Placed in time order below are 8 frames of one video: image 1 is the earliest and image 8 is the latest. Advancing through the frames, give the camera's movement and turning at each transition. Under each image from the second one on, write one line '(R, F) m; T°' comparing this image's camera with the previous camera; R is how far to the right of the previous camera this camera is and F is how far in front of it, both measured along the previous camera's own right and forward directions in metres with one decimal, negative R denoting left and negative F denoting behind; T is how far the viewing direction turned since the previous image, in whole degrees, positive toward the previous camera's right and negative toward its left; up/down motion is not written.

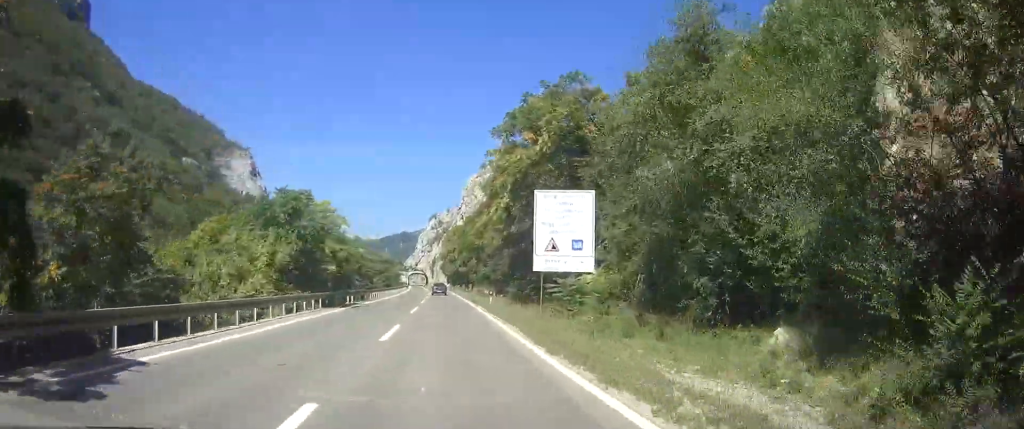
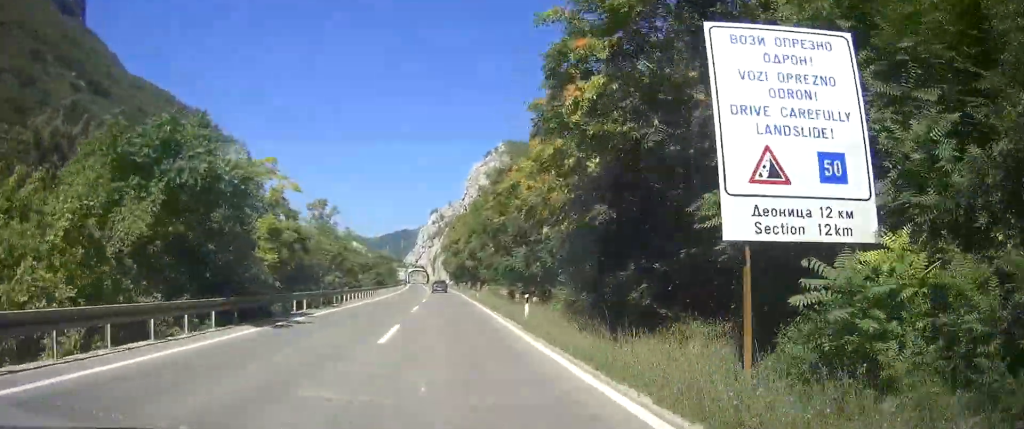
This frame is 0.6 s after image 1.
(-0.1, +16.3) m; -1°
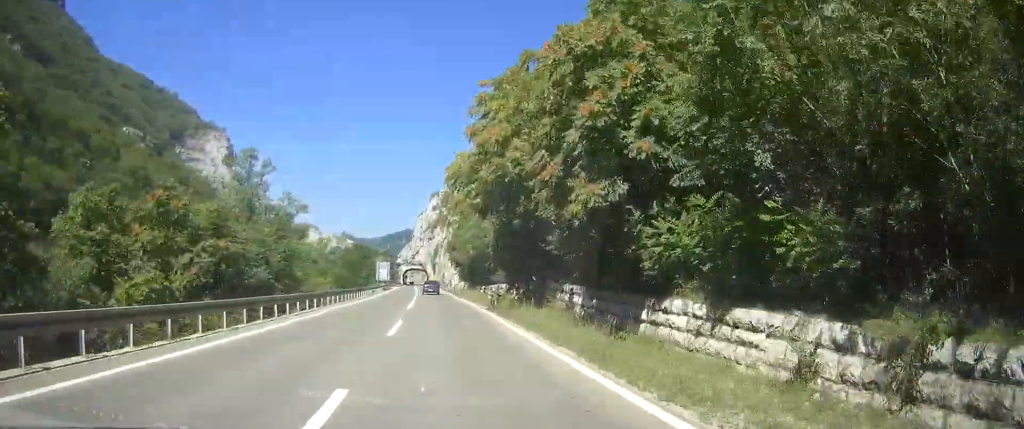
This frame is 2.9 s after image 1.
(+0.1, +56.8) m; -1°
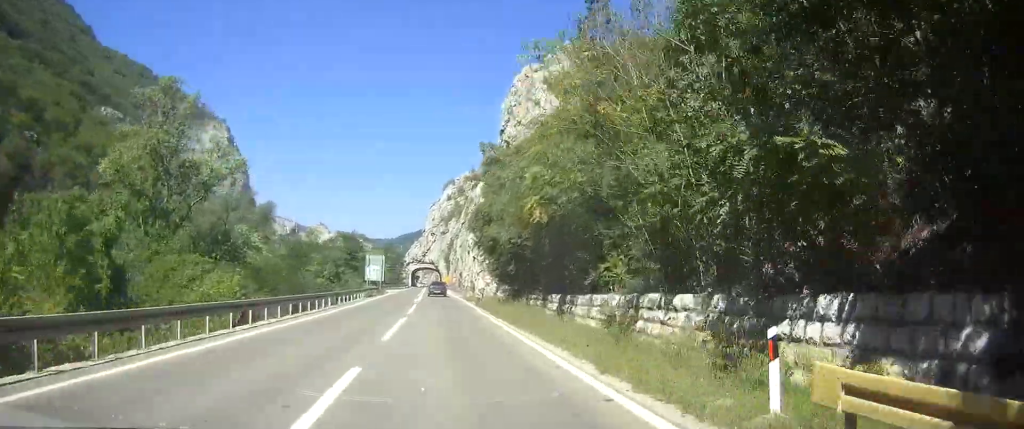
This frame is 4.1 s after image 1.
(-0.7, +31.7) m; -2°
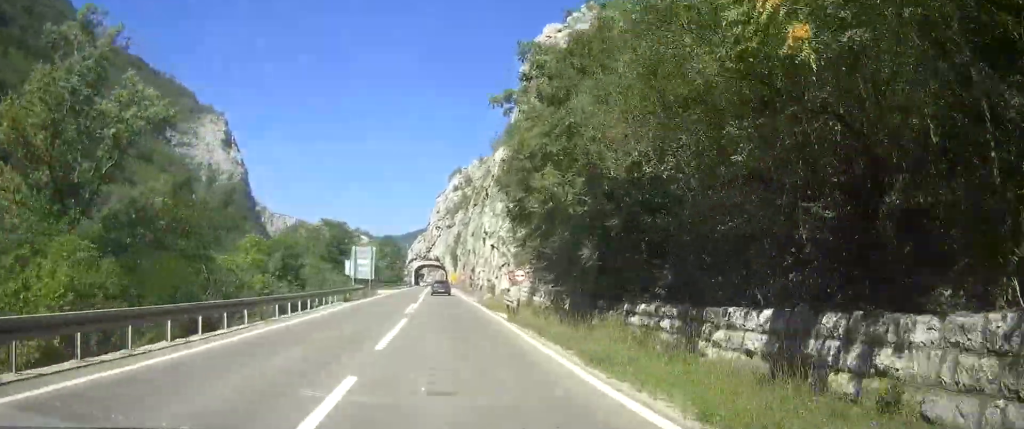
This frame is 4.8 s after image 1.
(0.0, +16.6) m; 0°
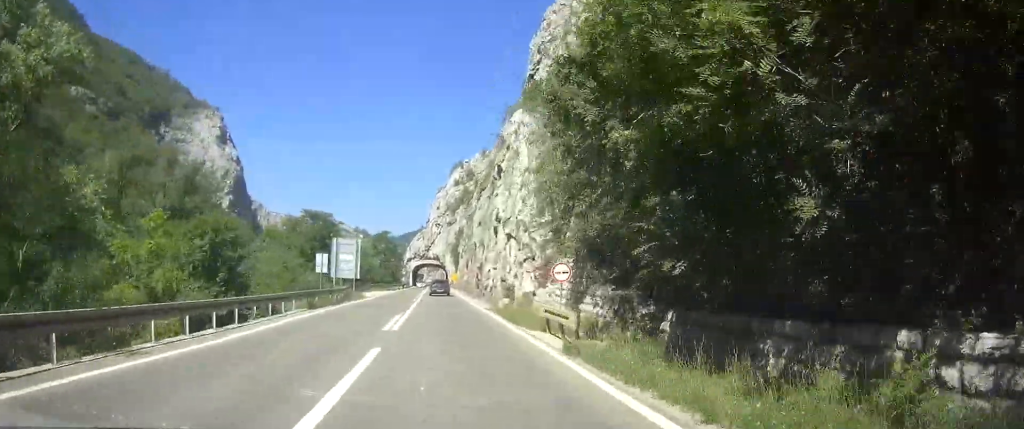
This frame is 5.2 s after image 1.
(0.0, +10.7) m; 0°
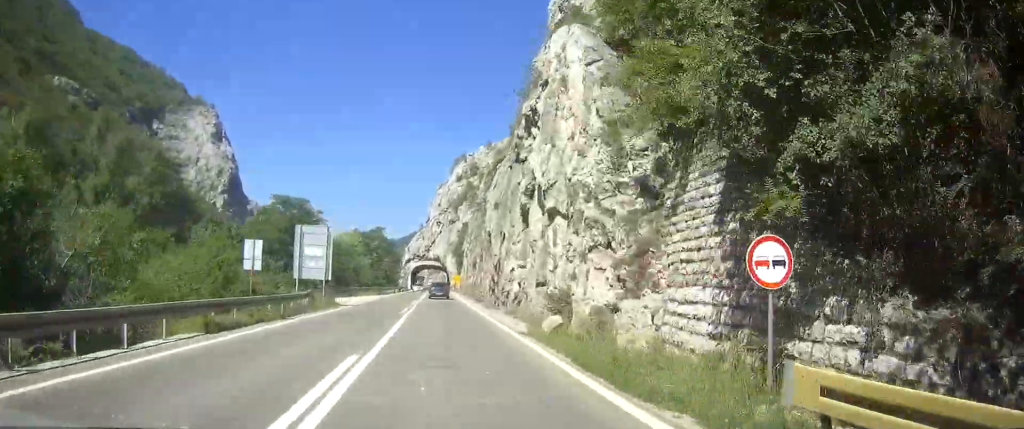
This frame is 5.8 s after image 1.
(0.0, +13.2) m; 0°
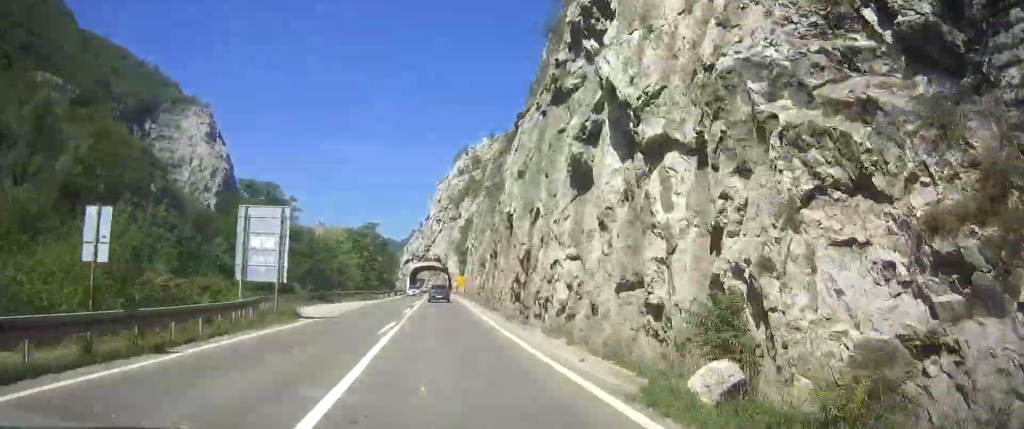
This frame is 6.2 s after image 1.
(0.0, +10.7) m; 0°
